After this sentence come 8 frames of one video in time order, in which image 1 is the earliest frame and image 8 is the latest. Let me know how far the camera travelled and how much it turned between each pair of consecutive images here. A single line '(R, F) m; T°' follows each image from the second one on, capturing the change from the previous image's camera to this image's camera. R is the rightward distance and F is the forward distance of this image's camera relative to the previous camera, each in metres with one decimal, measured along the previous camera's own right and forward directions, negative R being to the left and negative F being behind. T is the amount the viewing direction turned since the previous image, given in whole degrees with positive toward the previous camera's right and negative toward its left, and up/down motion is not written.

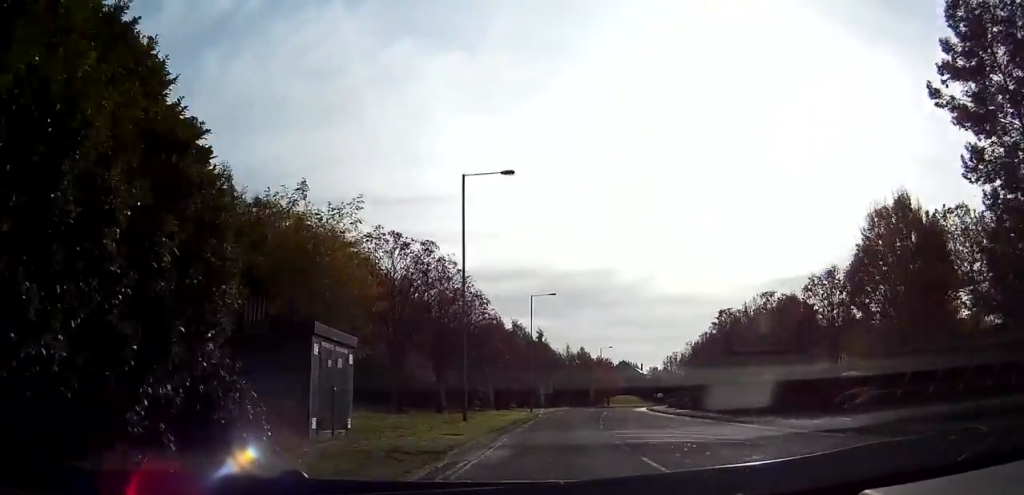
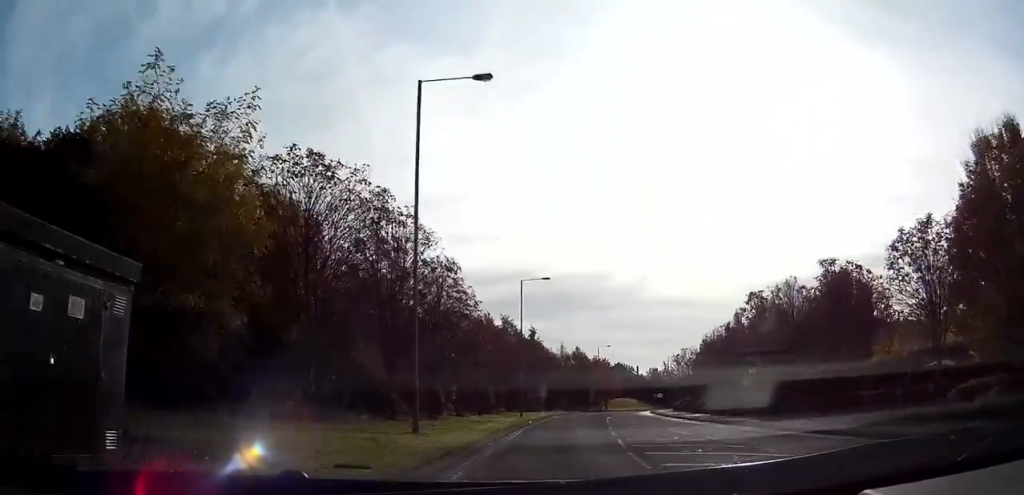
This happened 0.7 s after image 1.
(-0.1, +10.2) m; 0°
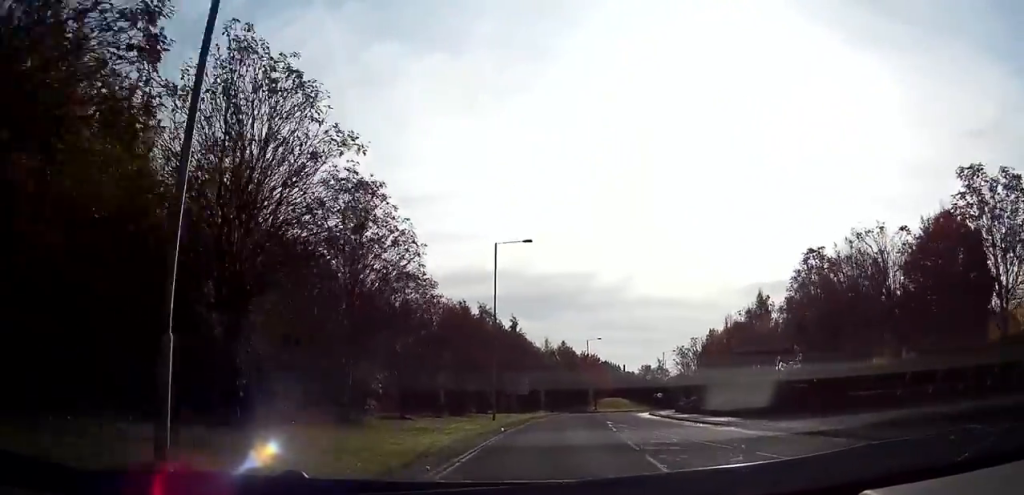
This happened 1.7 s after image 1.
(0.0, +13.1) m; +1°
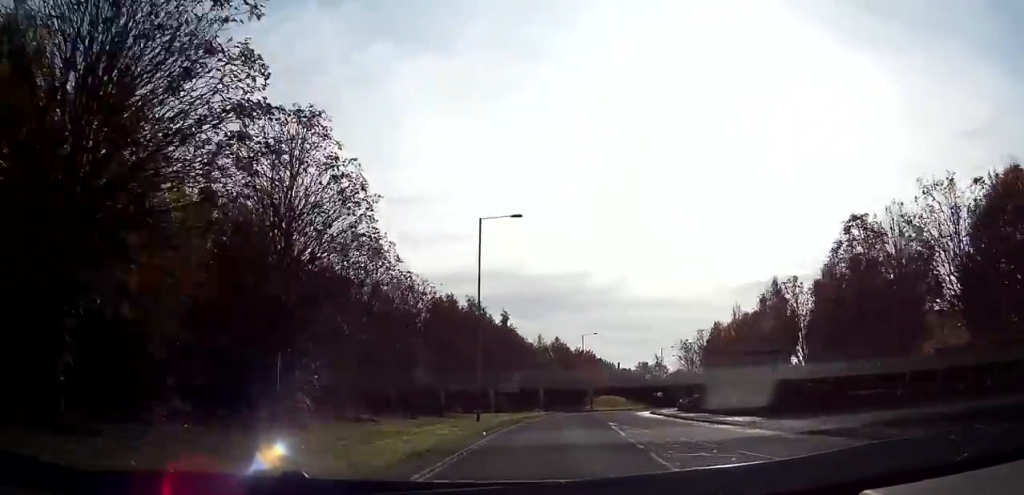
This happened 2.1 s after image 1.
(+0.1, +5.8) m; +1°
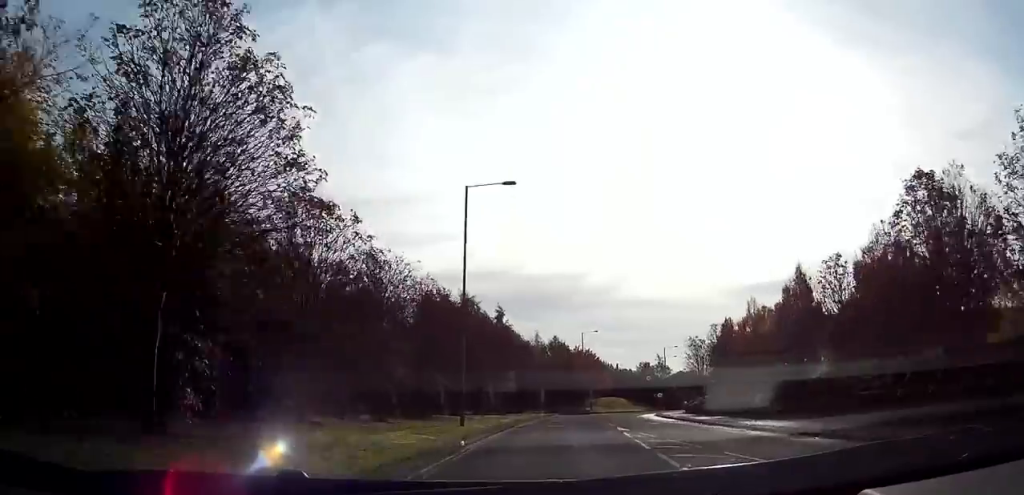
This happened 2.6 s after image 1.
(0.0, +5.8) m; +1°
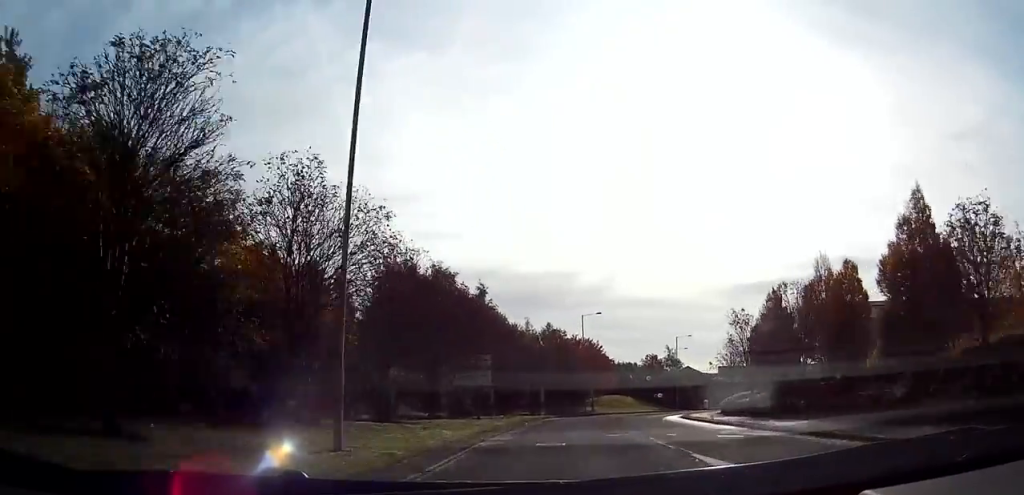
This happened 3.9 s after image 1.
(+0.2, +18.0) m; 0°
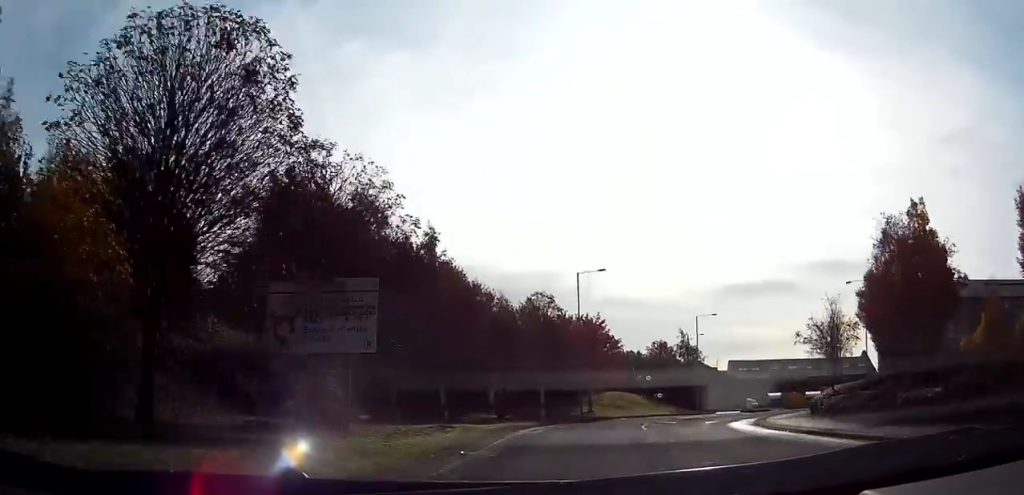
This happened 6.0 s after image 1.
(+0.3, +25.2) m; +2°
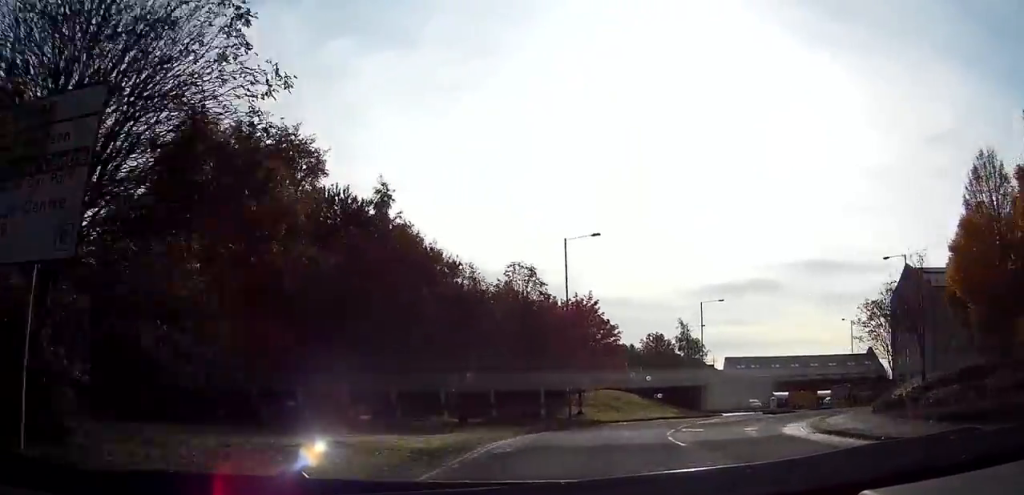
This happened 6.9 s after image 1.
(0.0, +11.3) m; +1°
